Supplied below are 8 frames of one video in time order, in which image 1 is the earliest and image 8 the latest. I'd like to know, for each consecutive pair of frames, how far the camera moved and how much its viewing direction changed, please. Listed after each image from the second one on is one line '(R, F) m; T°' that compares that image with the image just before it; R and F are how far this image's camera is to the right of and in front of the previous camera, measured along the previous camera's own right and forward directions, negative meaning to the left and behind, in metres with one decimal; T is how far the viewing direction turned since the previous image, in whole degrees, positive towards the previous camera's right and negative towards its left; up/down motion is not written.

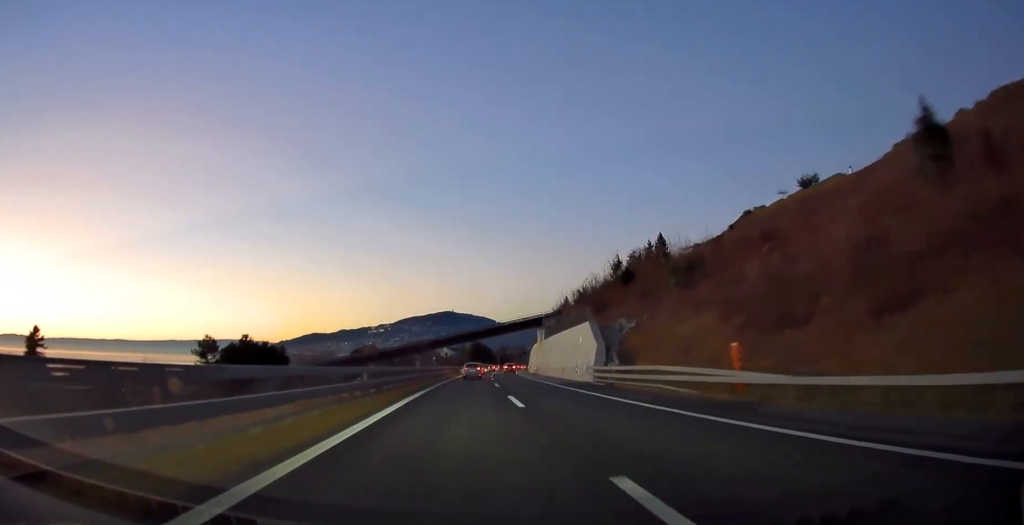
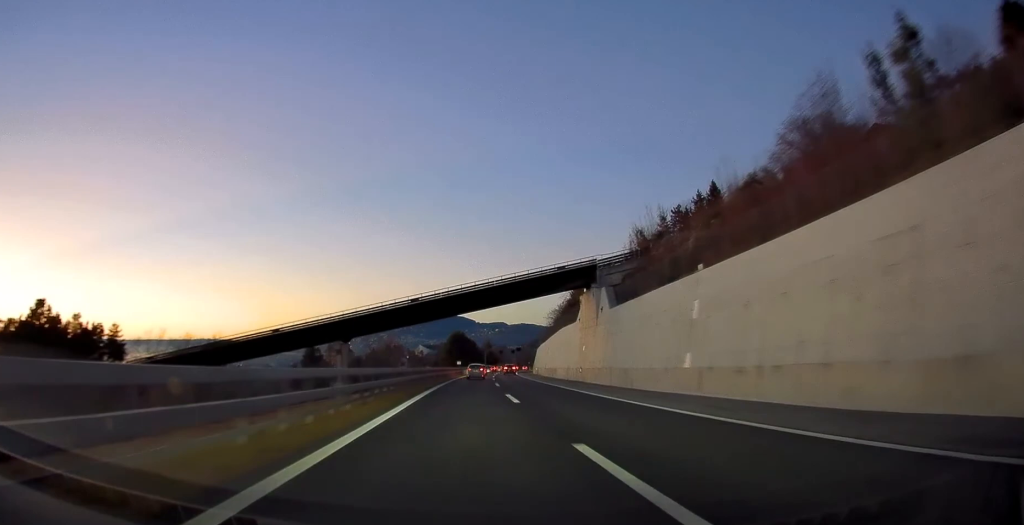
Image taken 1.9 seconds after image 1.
(+0.6, +50.6) m; +2°
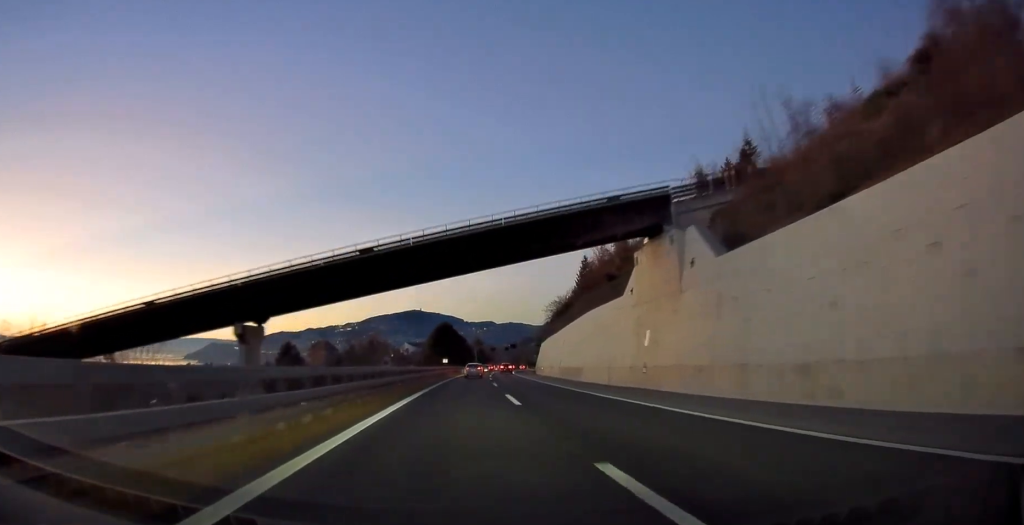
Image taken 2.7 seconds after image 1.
(+0.5, +20.4) m; +1°
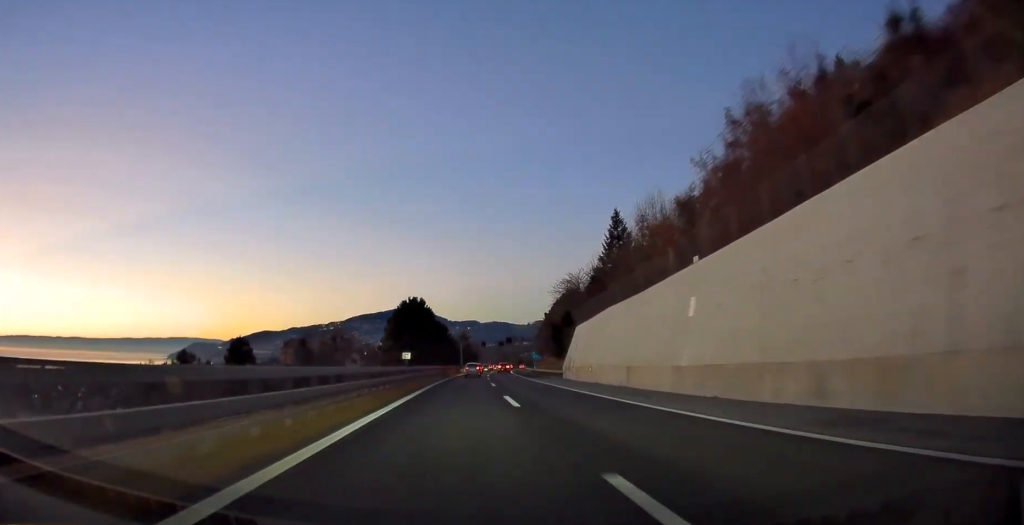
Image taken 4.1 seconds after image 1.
(+0.3, +36.8) m; +2°
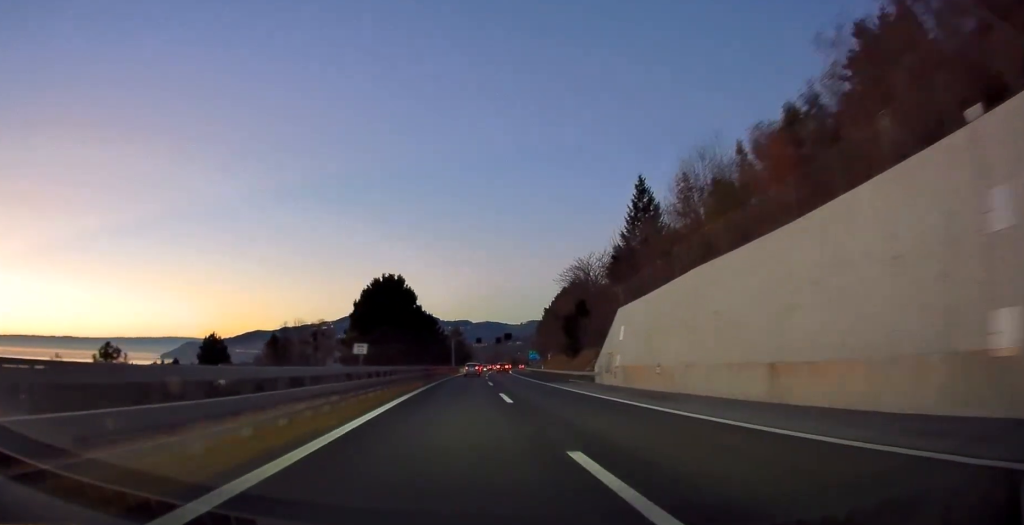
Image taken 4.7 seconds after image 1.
(+0.2, +16.5) m; +1°
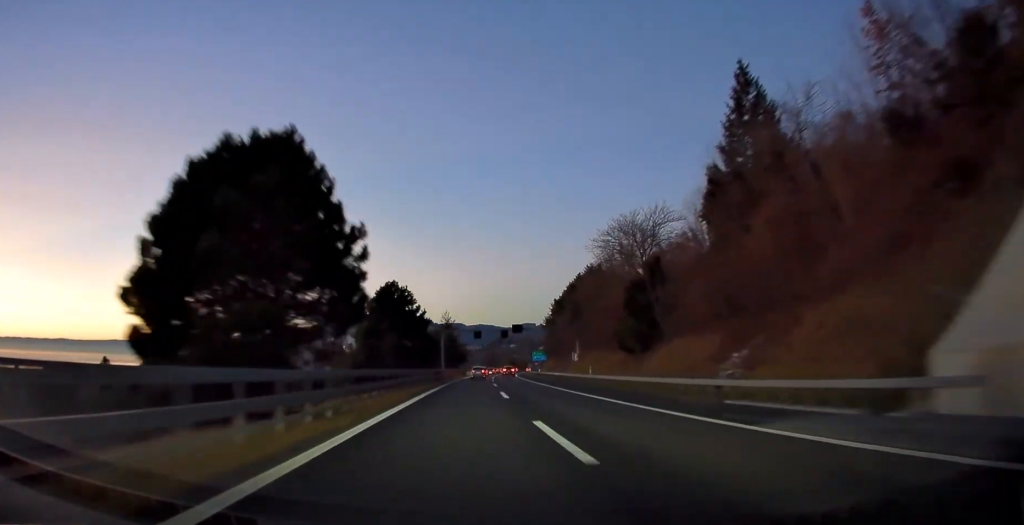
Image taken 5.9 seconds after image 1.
(+0.2, +30.4) m; 0°
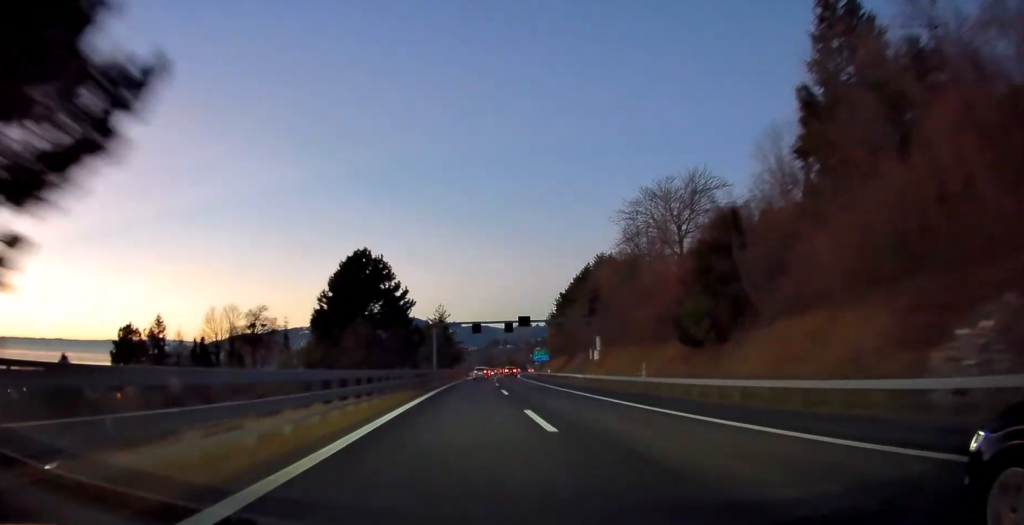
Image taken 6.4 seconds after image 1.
(0.0, +13.1) m; 0°
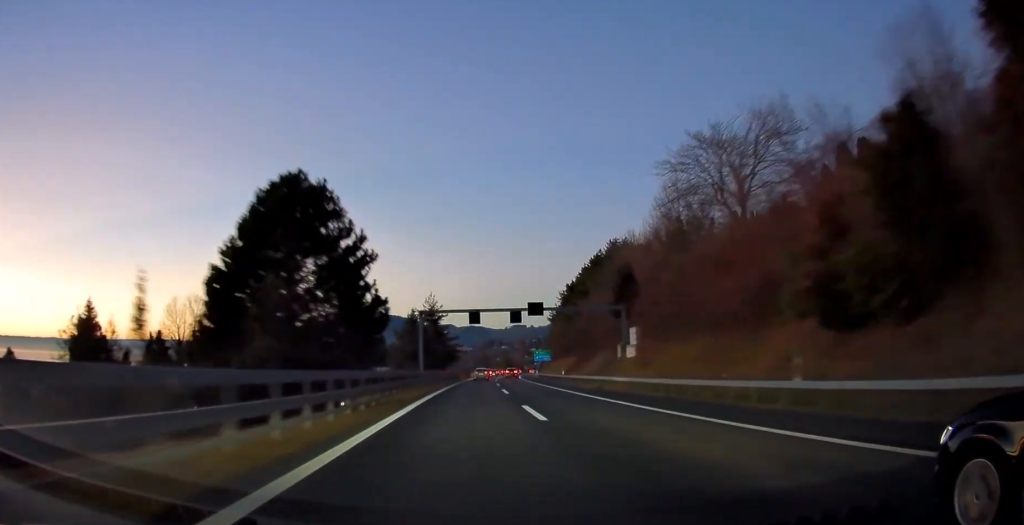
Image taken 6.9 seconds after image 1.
(0.0, +14.2) m; 0°
